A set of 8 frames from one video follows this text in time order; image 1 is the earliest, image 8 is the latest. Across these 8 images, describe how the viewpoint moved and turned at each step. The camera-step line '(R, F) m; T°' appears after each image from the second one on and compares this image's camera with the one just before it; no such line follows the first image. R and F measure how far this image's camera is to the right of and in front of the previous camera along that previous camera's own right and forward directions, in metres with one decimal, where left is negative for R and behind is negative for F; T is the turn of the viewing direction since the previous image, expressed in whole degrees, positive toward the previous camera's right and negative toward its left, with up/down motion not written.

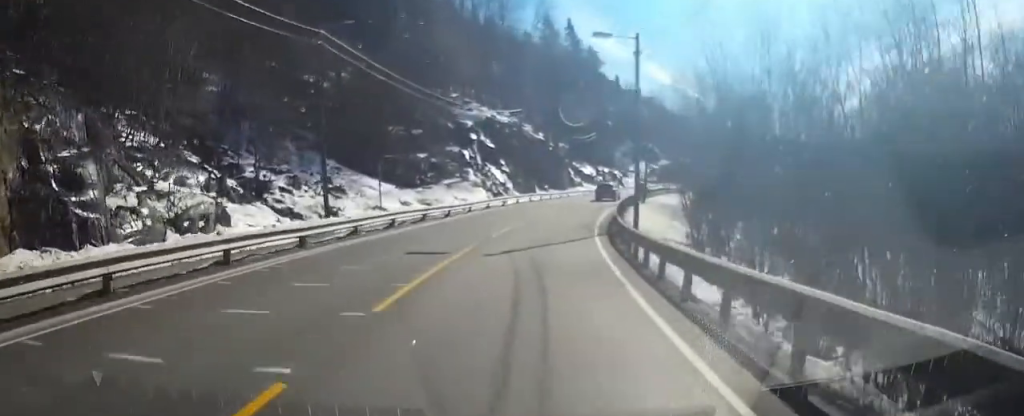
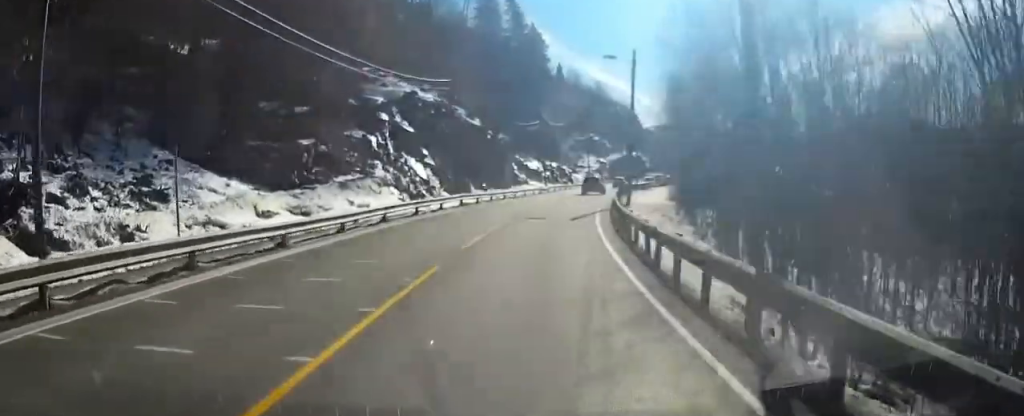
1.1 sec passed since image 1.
(+0.6, +17.0) m; +4°
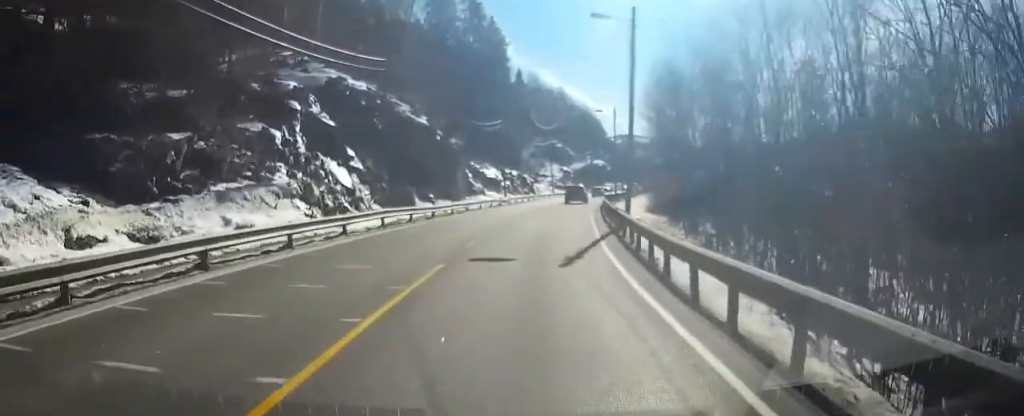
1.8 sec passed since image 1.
(+0.2, +11.3) m; +2°
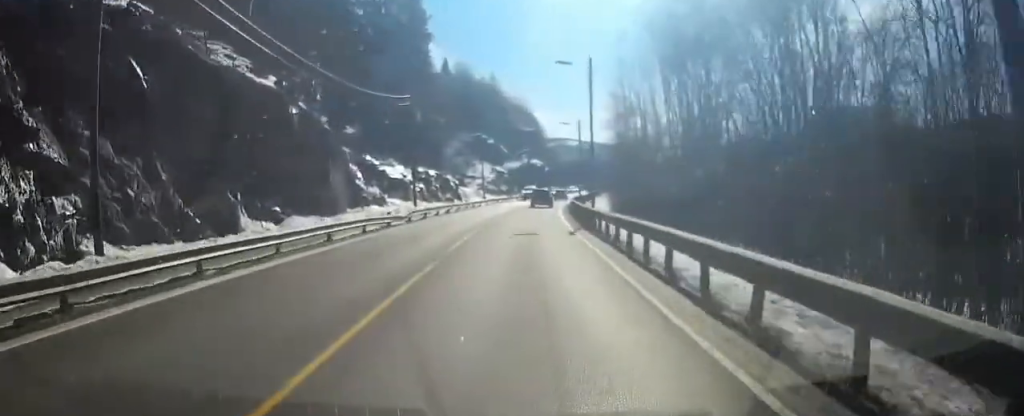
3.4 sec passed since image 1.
(+0.9, +23.7) m; +5°
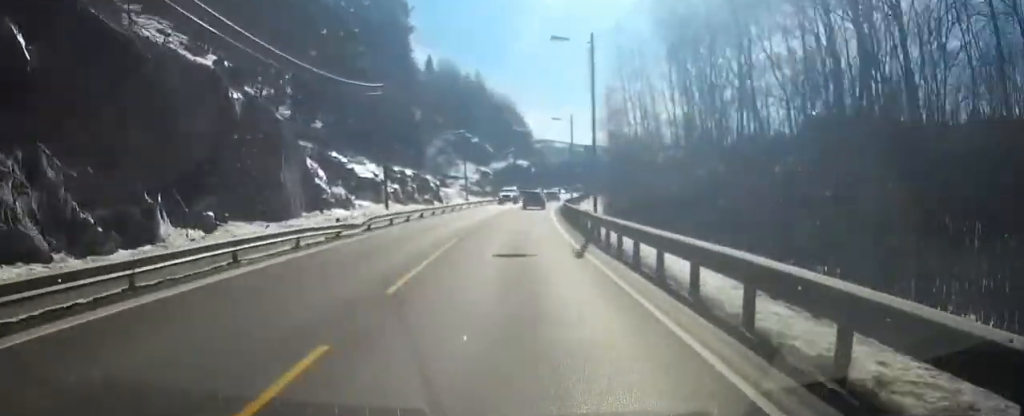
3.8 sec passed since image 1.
(0.0, +6.2) m; +1°
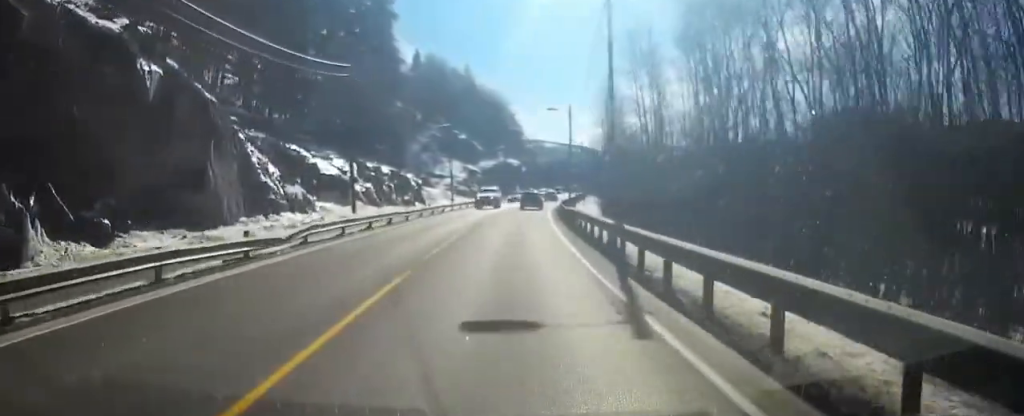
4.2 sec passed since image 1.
(+0.2, +7.1) m; +1°
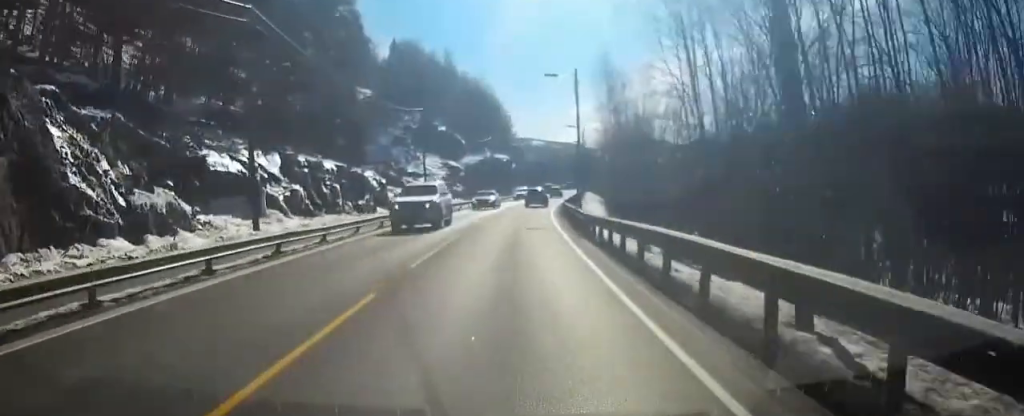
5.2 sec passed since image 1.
(+0.3, +14.2) m; +2°
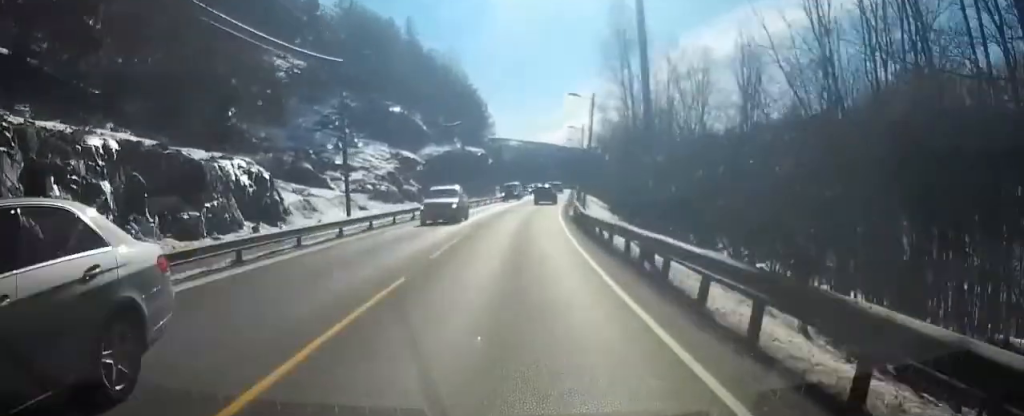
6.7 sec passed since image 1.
(+0.4, +22.4) m; +3°
